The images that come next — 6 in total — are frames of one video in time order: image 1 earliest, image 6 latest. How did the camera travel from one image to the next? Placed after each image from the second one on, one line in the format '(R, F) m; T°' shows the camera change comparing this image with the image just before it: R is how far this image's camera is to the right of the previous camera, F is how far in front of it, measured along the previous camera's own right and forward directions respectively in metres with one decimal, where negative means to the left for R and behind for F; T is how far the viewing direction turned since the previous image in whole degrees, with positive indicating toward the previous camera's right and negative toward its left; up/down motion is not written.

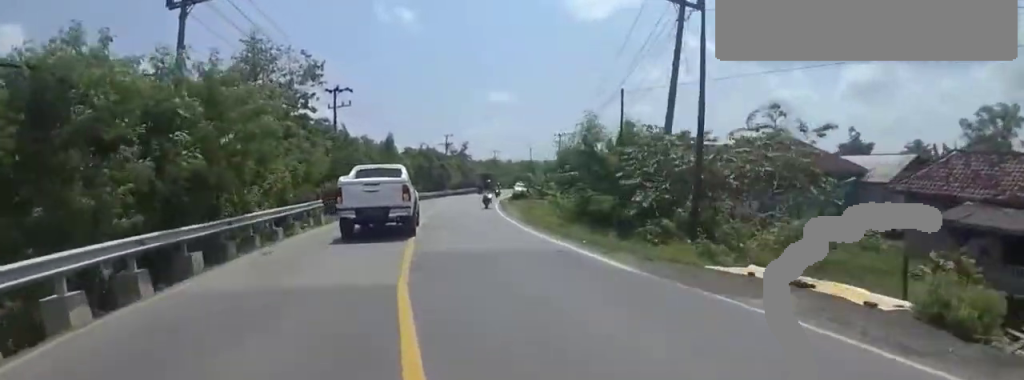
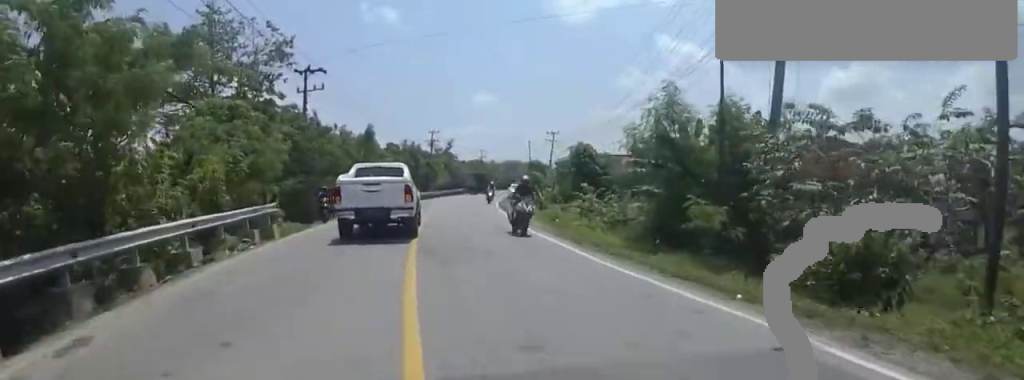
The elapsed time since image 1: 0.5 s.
(+0.4, +7.2) m; -4°
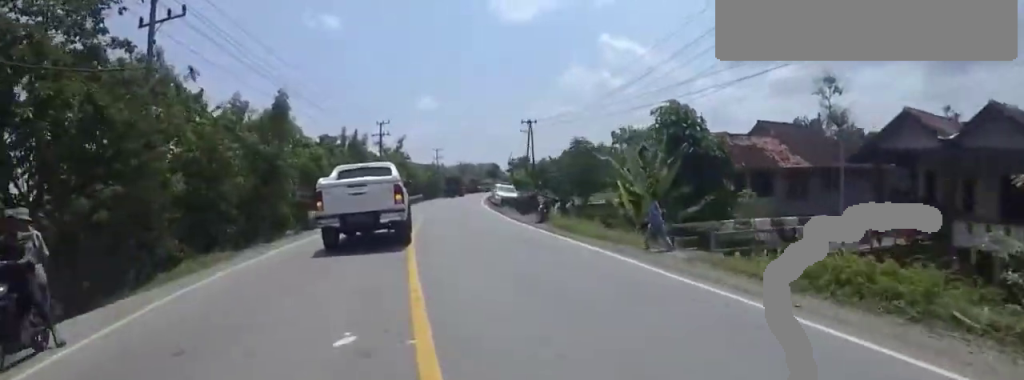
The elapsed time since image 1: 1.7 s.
(-2.0, +20.2) m; +1°
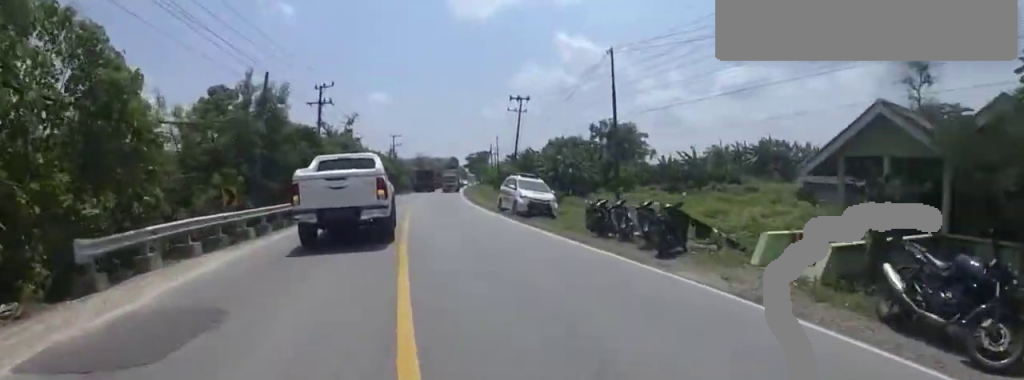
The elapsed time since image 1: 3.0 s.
(+3.2, +19.7) m; +22°
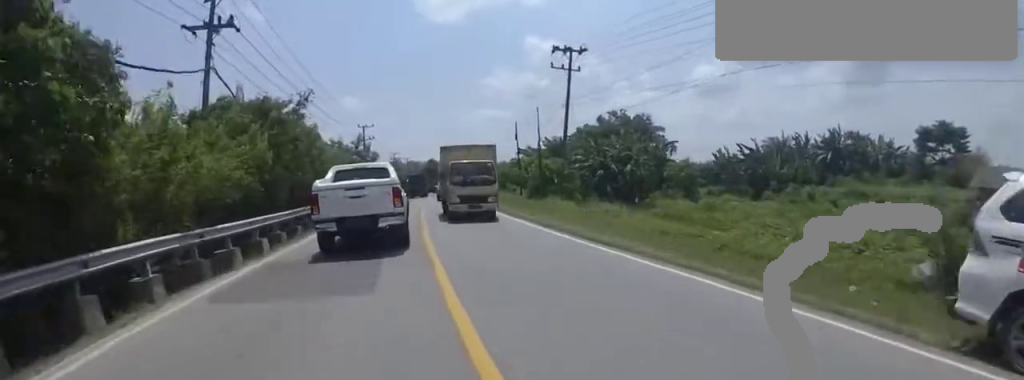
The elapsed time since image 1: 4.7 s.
(+6.4, +21.8) m; +22°
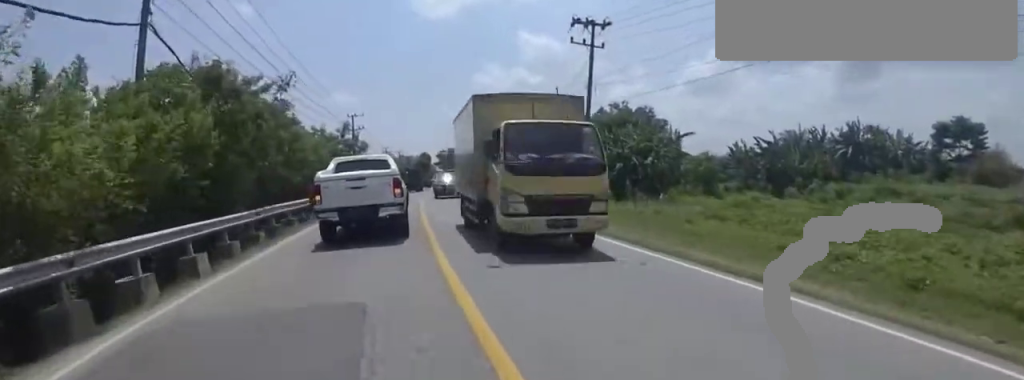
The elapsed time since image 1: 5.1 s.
(+0.4, +5.4) m; -4°
